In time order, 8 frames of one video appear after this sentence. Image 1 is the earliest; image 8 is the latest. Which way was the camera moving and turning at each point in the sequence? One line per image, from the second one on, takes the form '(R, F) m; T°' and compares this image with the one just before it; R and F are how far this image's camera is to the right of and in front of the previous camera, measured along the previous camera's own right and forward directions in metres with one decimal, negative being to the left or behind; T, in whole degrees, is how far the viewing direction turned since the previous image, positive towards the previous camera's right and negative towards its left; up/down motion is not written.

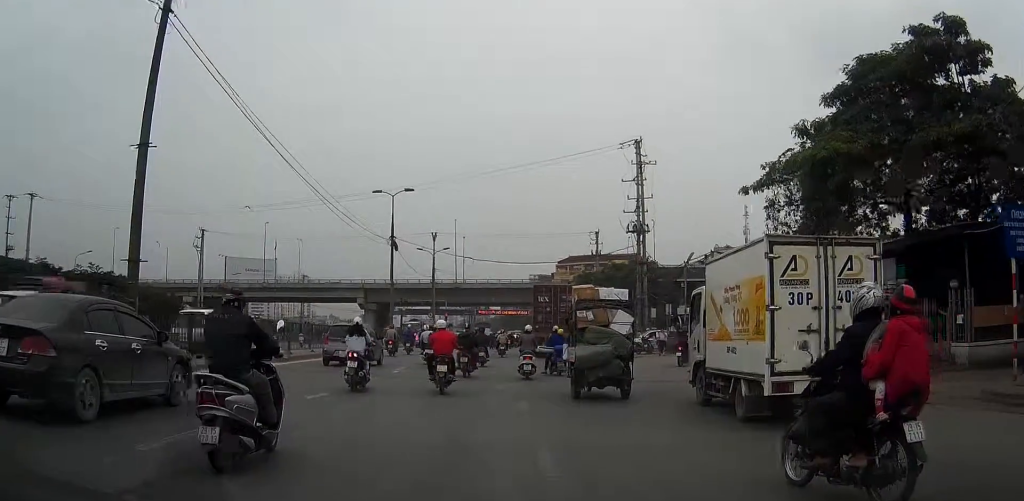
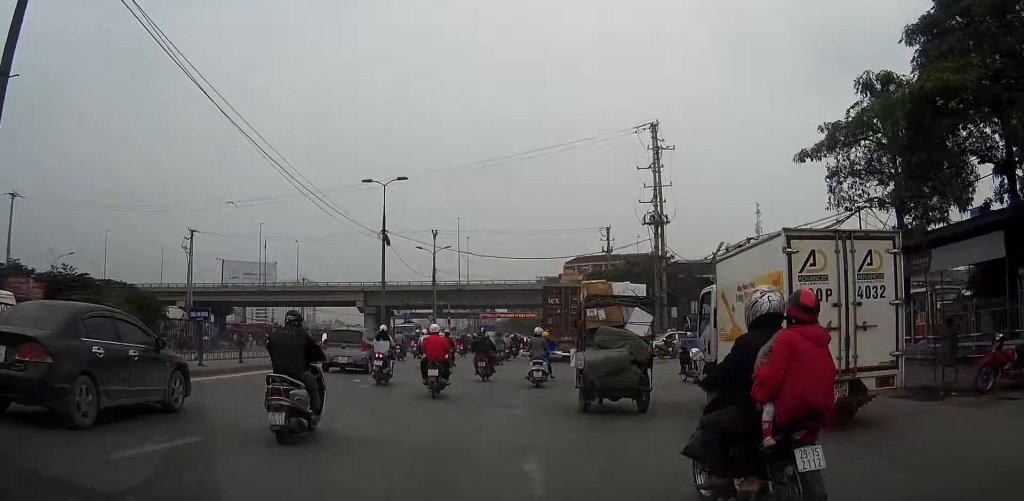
(-0.8, +10.3) m; -1°
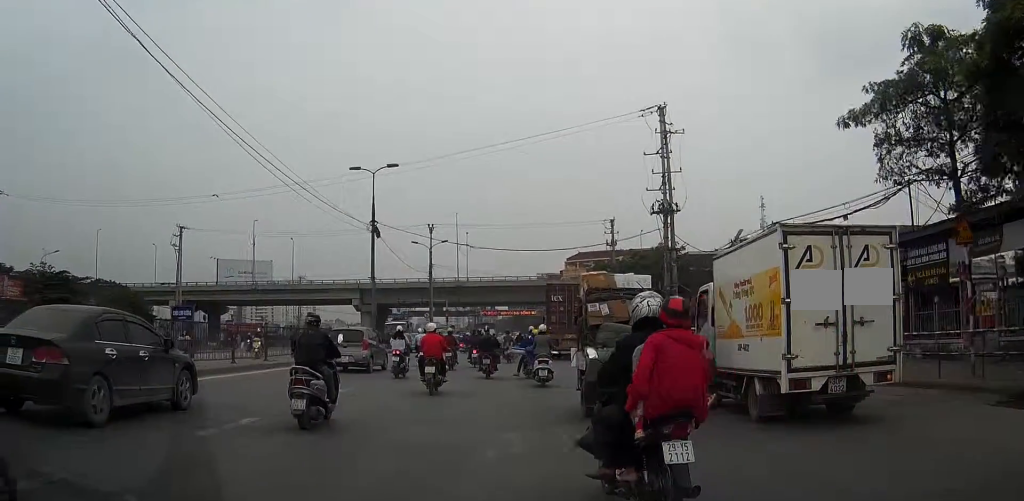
(+0.3, +7.1) m; +1°
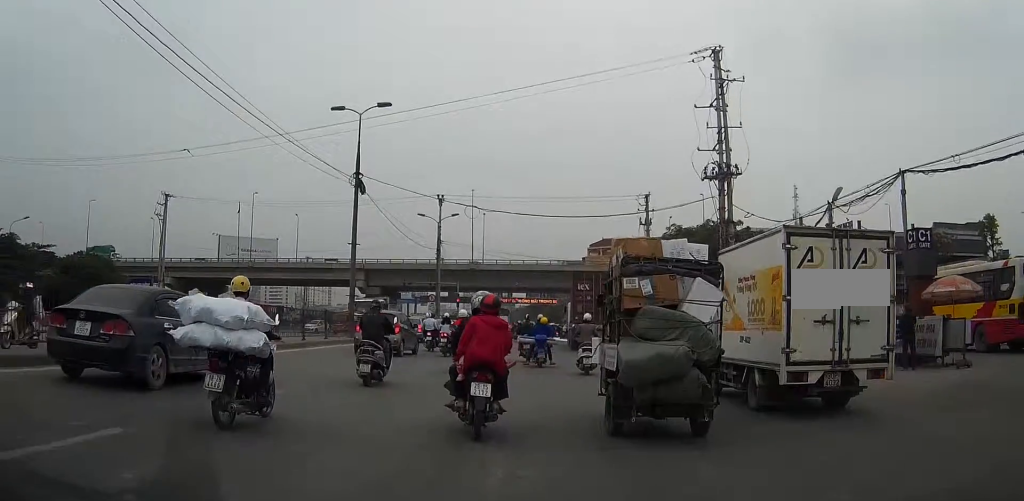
(+0.3, +18.6) m; 0°
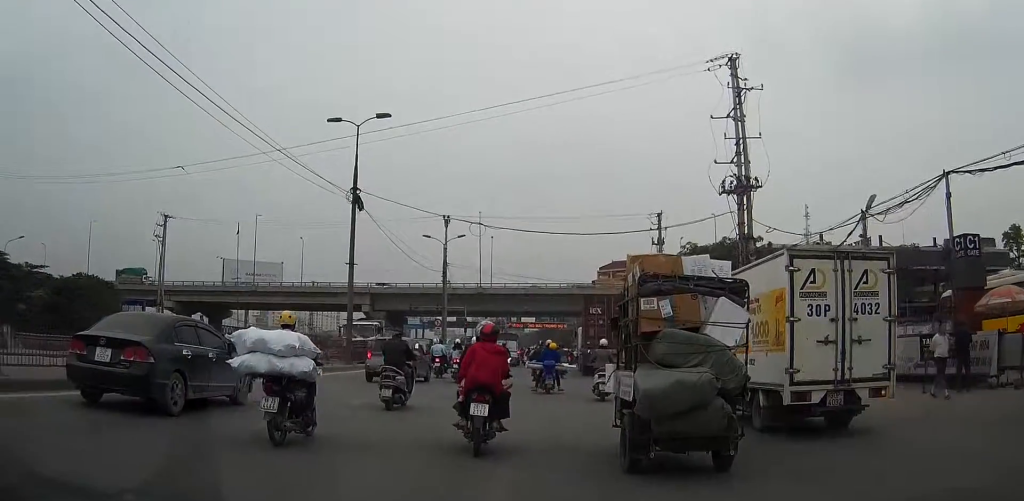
(+0.3, +4.0) m; 0°
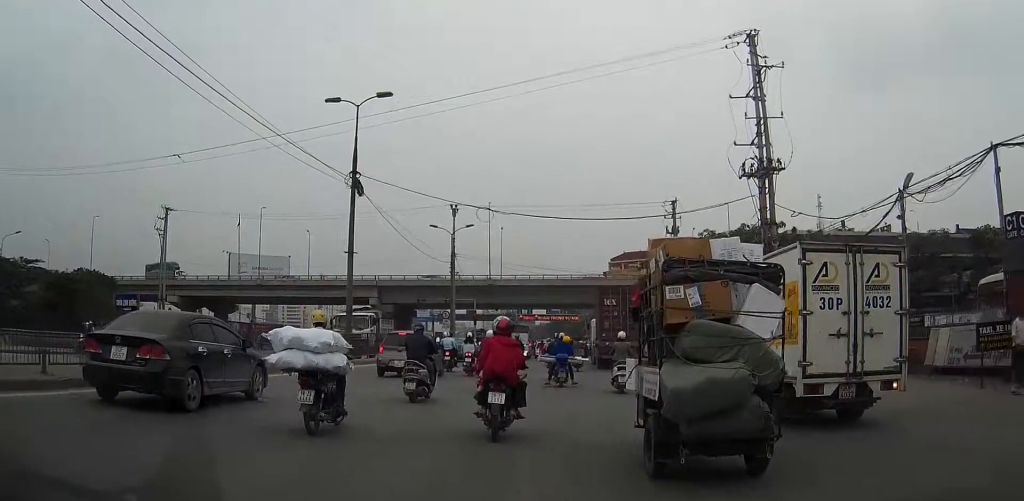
(-0.3, +3.2) m; 0°
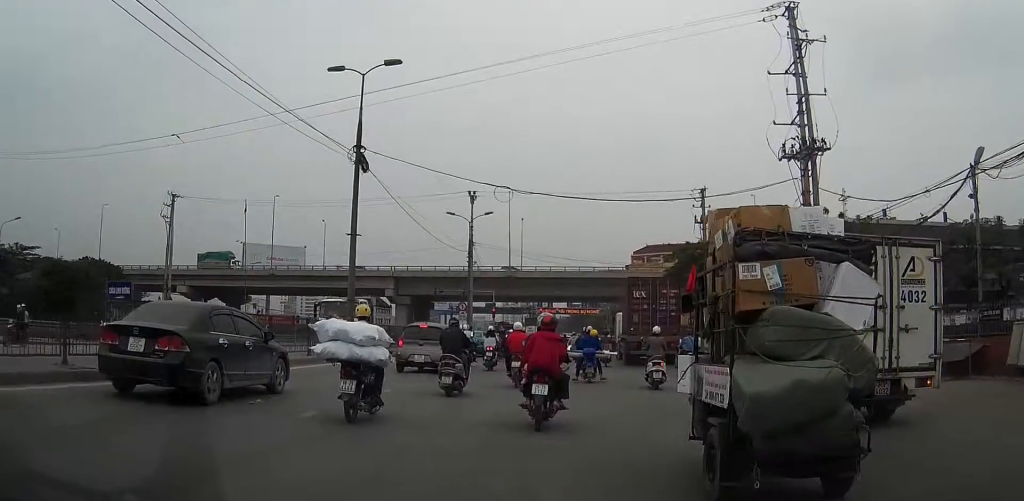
(-0.4, +4.5) m; 0°
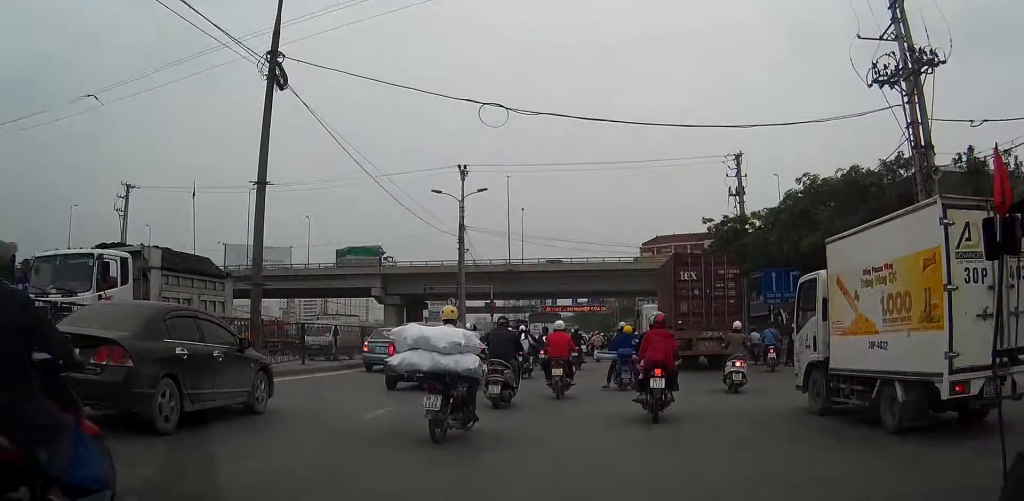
(+0.2, +13.4) m; 0°
